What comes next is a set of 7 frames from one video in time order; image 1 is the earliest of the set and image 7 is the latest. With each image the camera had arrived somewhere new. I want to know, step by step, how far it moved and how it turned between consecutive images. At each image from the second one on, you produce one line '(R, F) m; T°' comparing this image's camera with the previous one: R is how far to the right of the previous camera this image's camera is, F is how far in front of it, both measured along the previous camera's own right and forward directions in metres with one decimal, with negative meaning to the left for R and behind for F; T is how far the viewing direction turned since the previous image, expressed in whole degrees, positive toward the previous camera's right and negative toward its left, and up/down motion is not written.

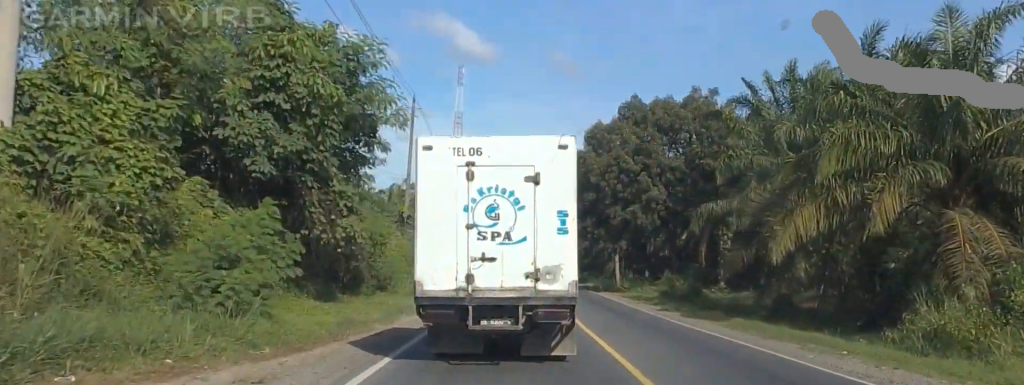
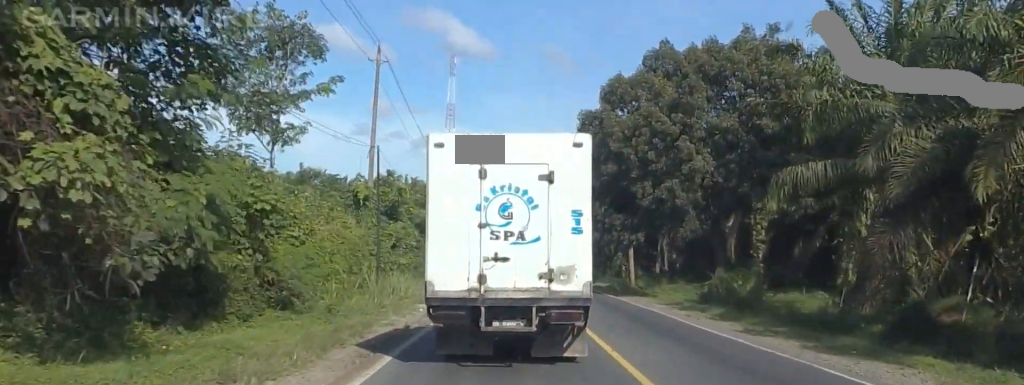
(0.0, +14.4) m; 0°
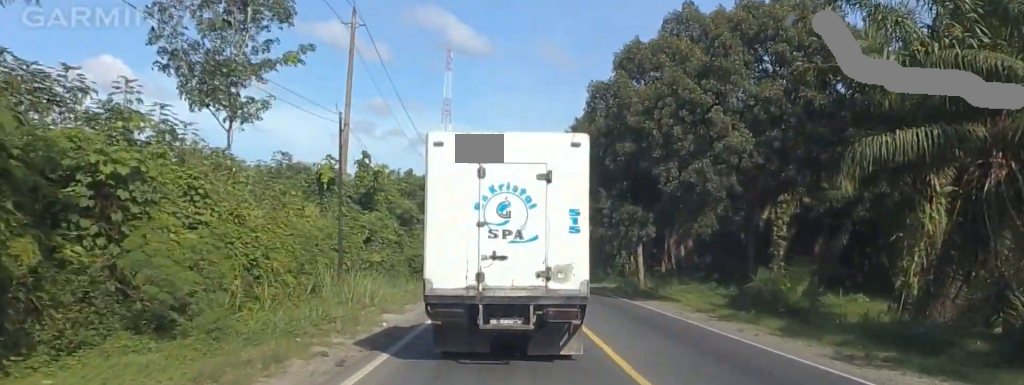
(0.0, +7.2) m; 0°
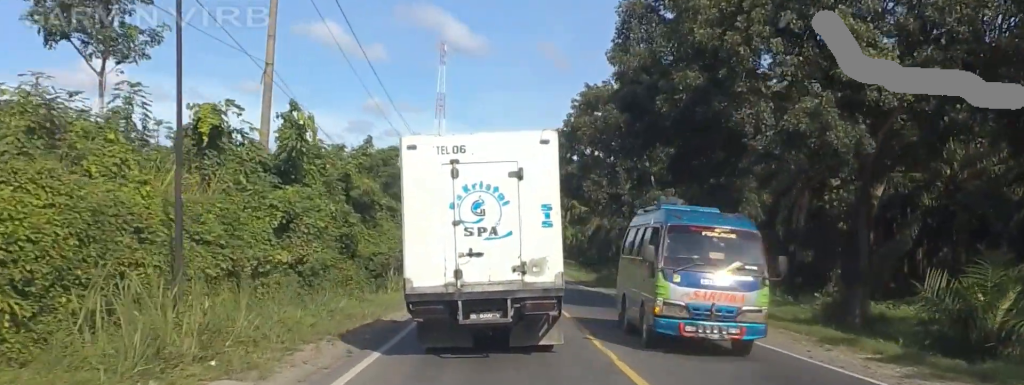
(0.0, +13.3) m; 0°
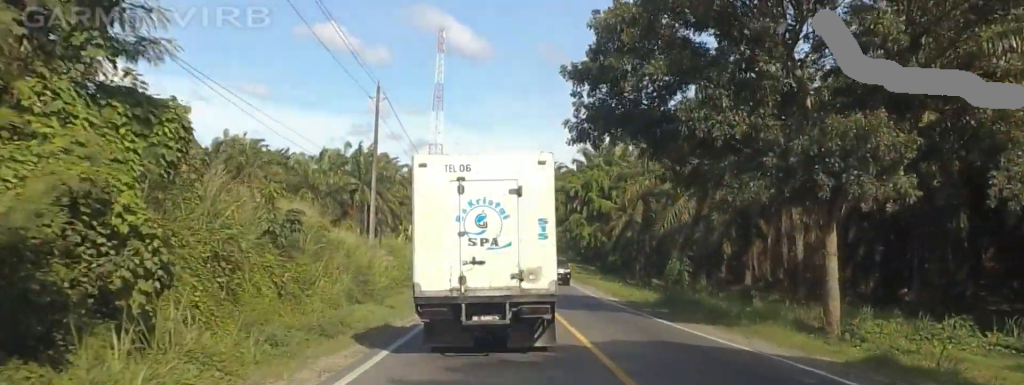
(0.0, +28.8) m; 0°
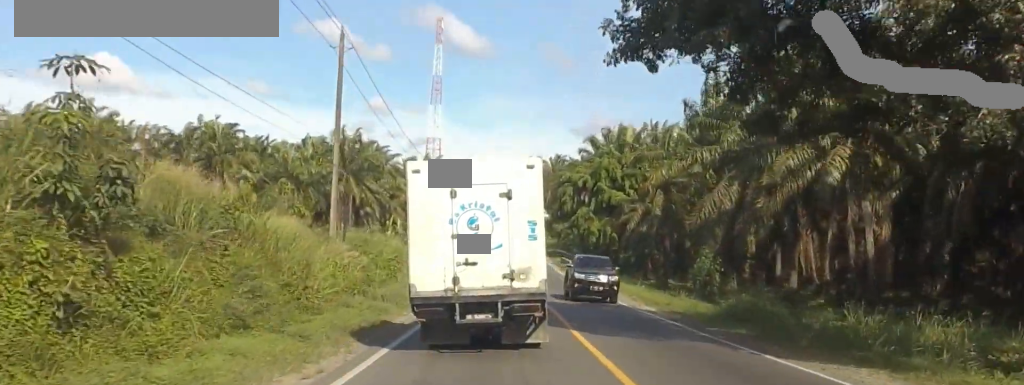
(0.0, +11.6) m; 0°
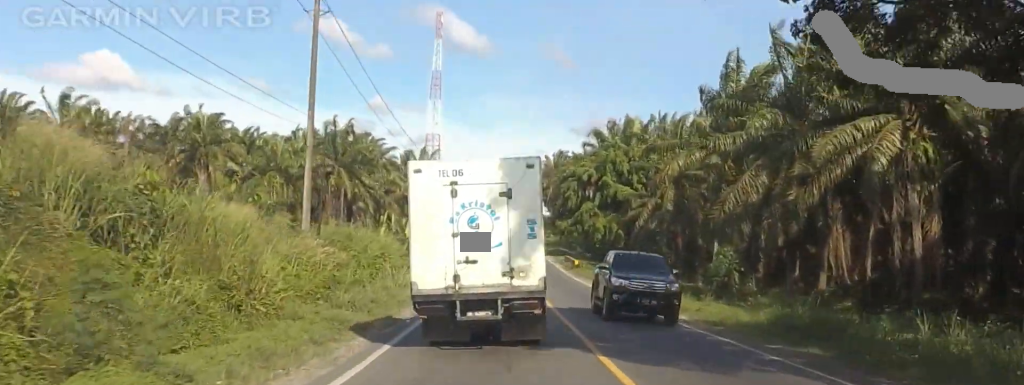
(0.0, +5.5) m; 0°
